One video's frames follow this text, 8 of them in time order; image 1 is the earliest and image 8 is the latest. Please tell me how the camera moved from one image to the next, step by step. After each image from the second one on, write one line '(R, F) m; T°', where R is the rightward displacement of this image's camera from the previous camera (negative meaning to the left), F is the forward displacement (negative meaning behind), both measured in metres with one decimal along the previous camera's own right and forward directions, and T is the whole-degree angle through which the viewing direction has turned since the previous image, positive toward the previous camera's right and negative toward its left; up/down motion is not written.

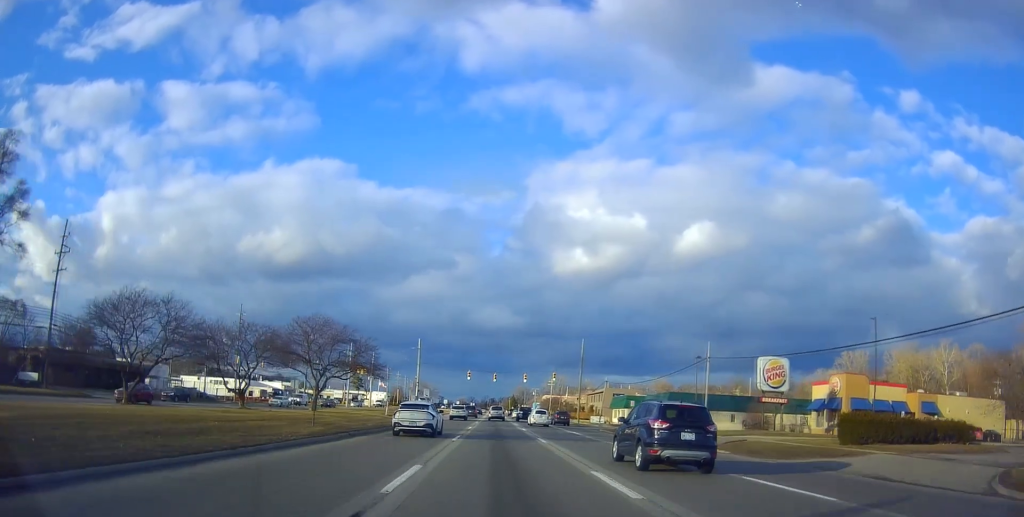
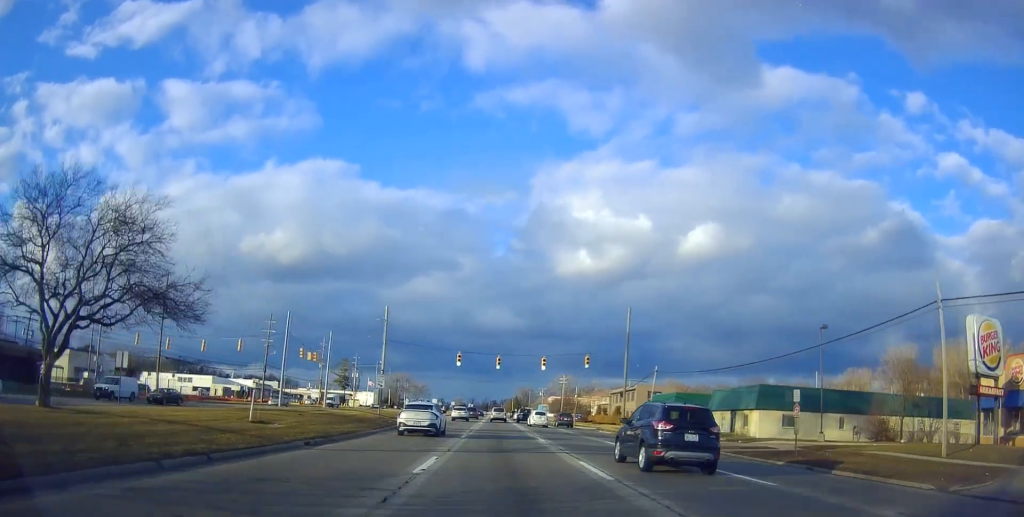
(-0.2, +27.8) m; -2°
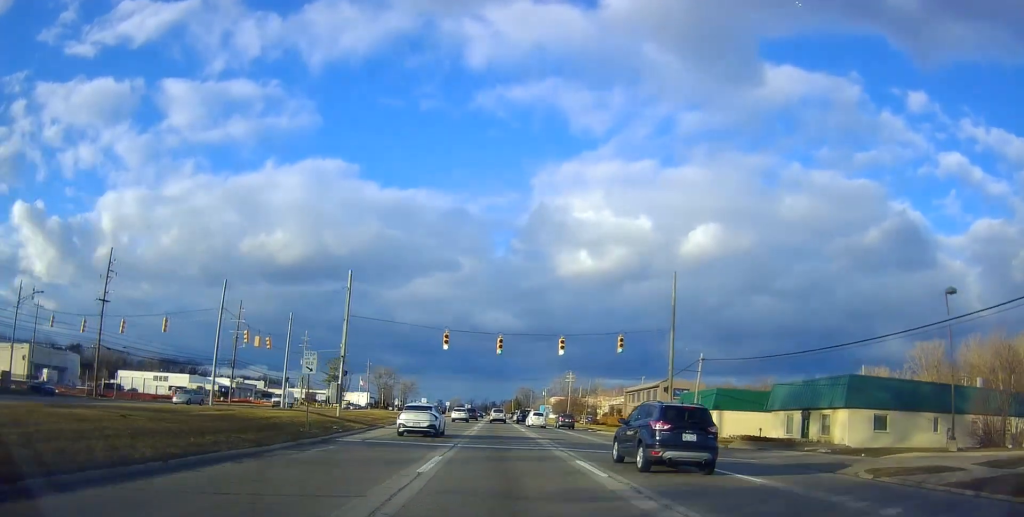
(-0.5, +14.8) m; 0°
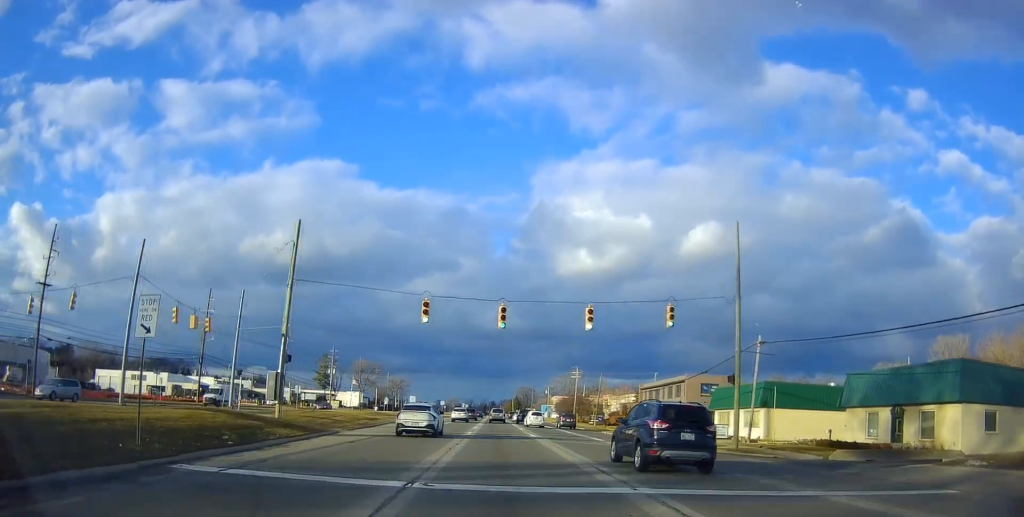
(+0.2, +12.0) m; 0°
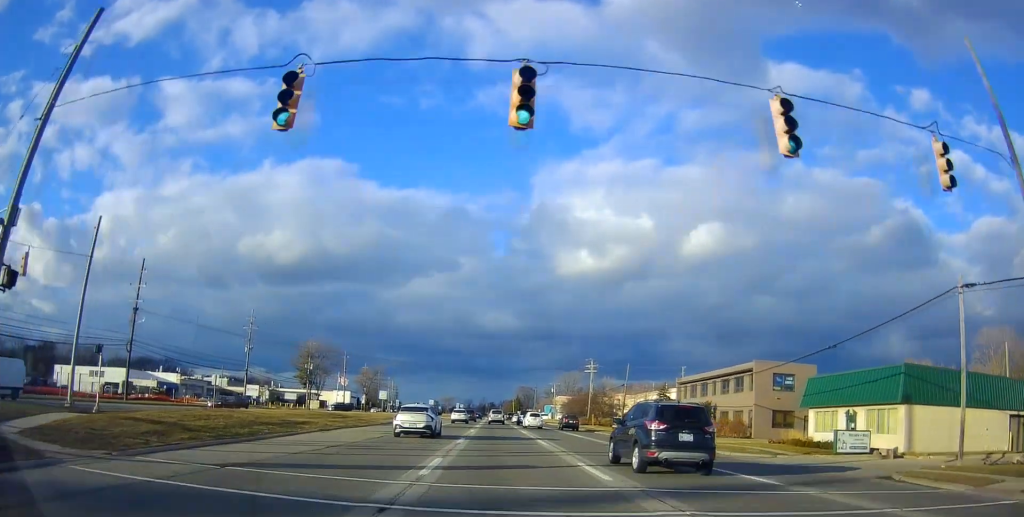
(+0.3, +20.5) m; 0°
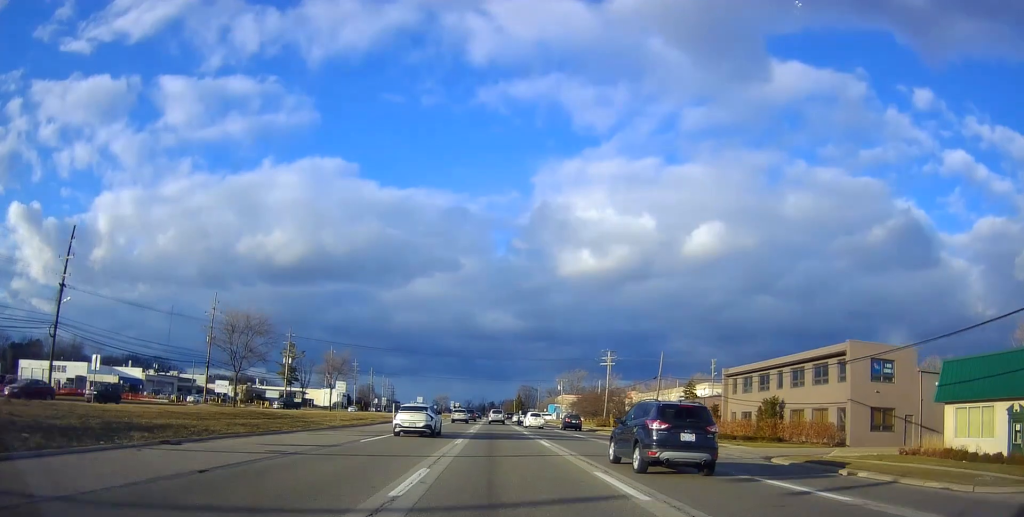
(-0.5, +16.2) m; 0°
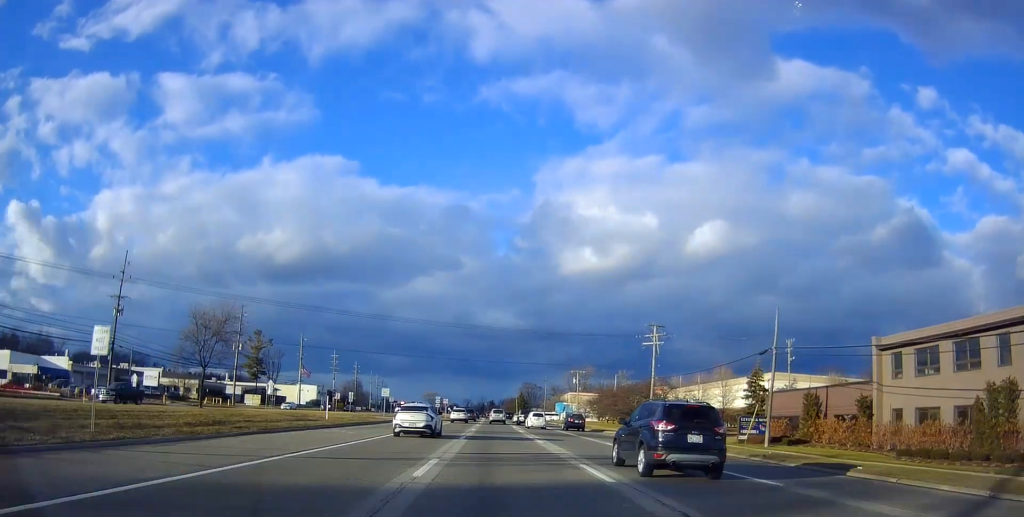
(+0.8, +27.3) m; +2°
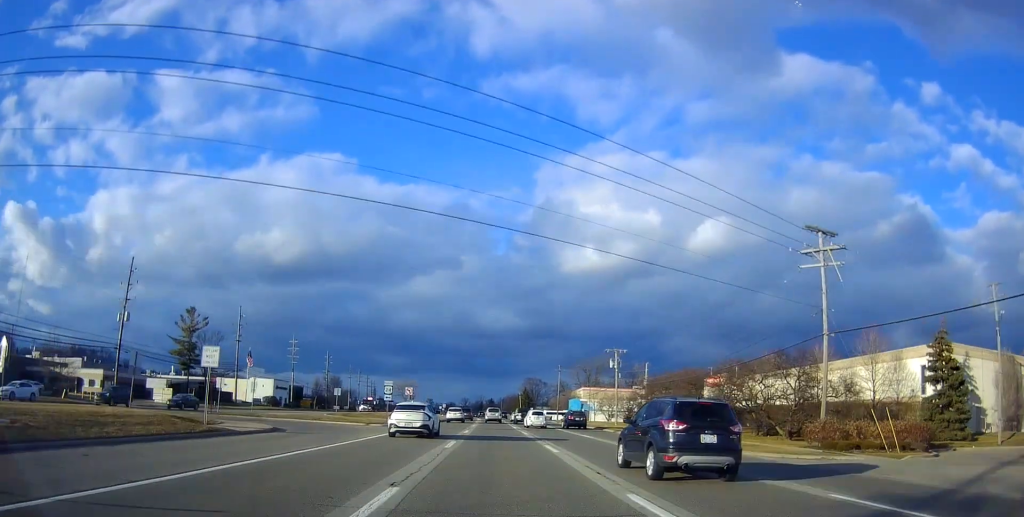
(-0.4, +37.0) m; -1°
